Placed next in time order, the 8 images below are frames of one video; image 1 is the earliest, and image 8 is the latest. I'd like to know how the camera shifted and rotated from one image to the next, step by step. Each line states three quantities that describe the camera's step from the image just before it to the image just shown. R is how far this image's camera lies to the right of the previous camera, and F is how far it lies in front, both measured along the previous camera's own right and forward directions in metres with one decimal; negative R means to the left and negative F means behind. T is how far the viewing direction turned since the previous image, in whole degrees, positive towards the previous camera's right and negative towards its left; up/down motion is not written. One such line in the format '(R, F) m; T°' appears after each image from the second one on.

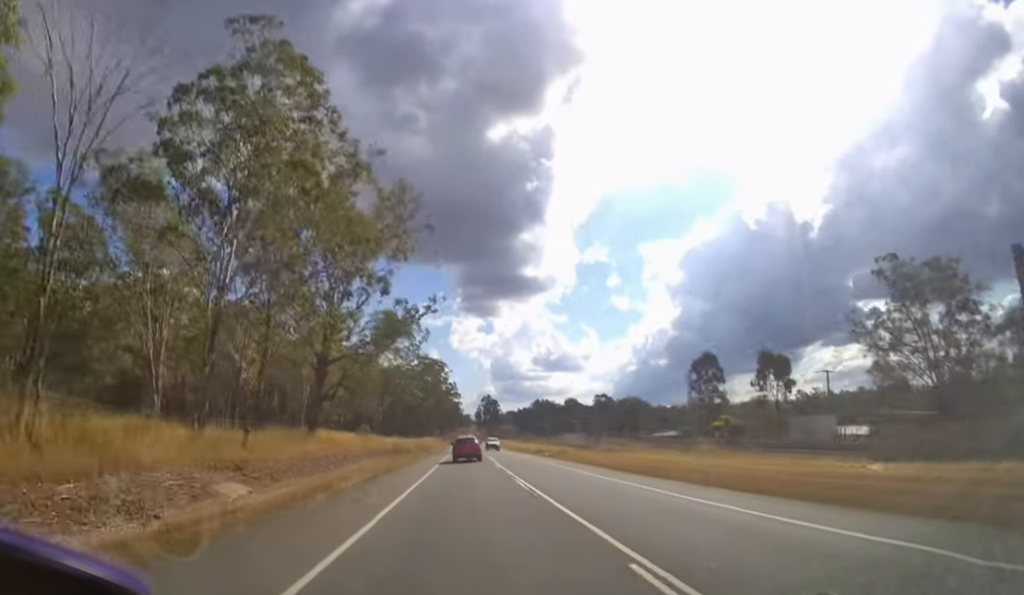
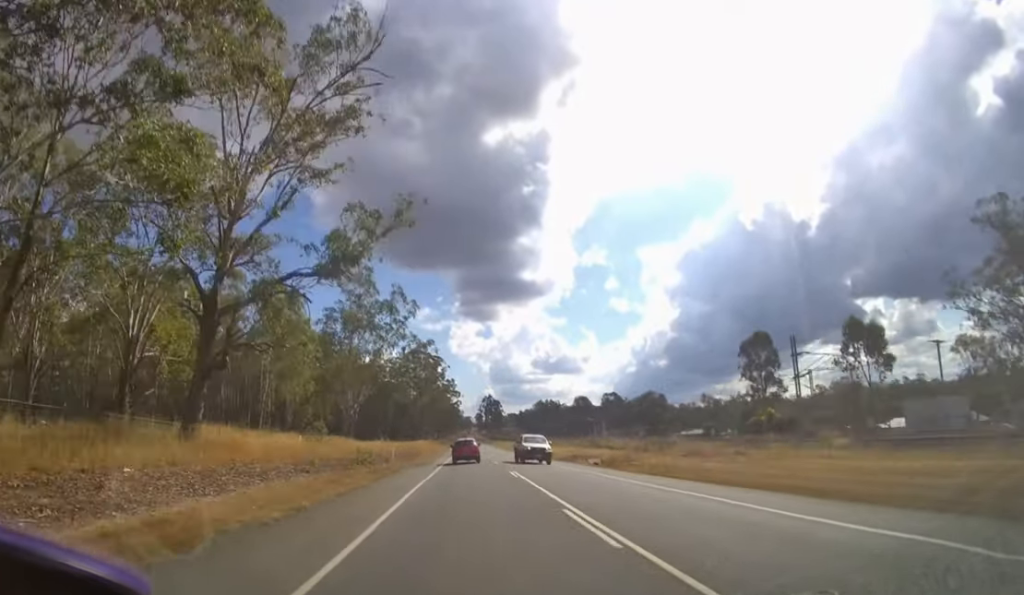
(0.0, +18.4) m; 0°
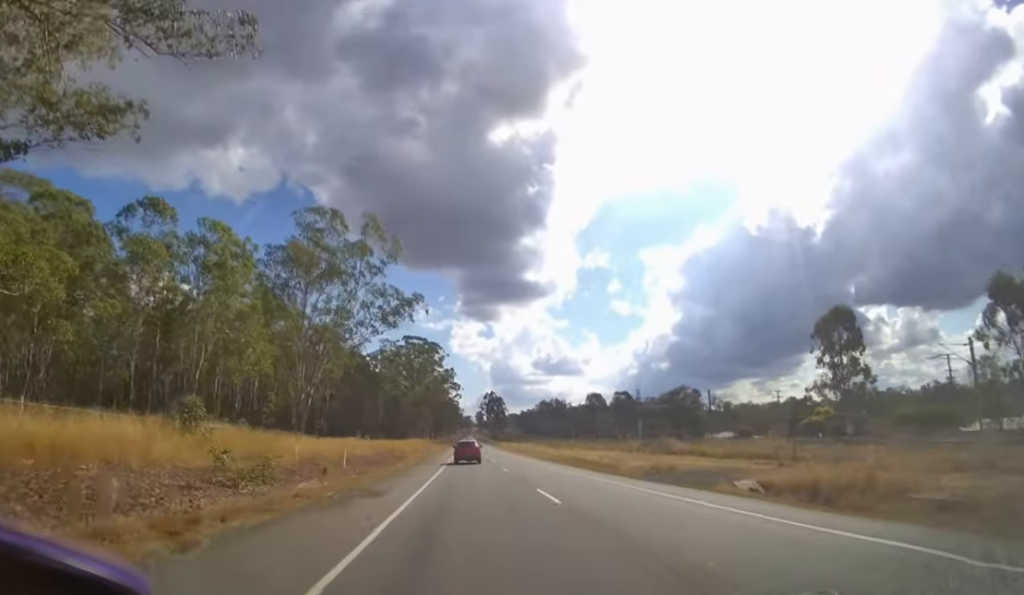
(0.0, +16.9) m; 0°
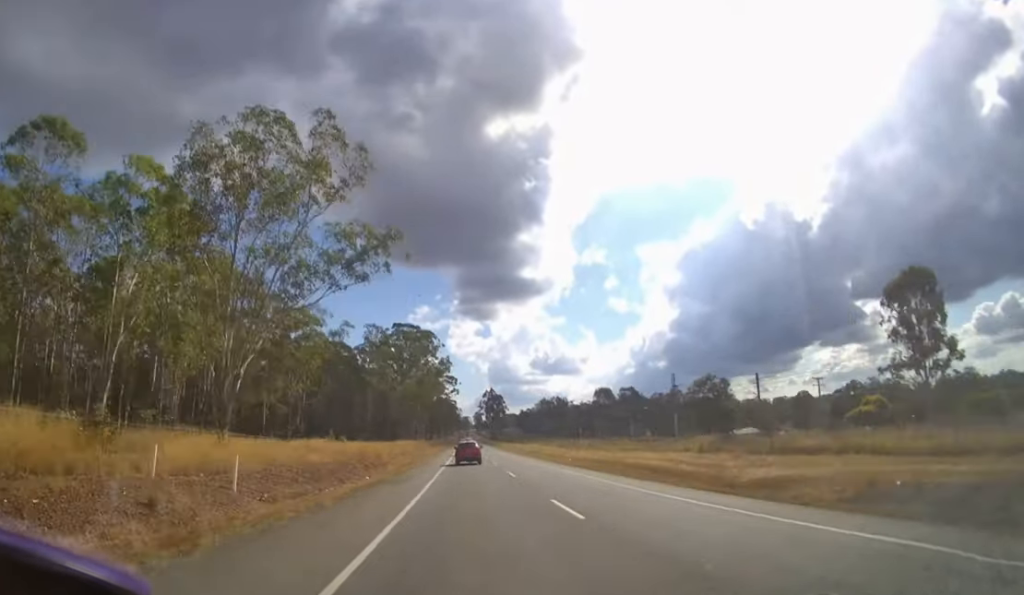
(0.0, +11.6) m; 0°
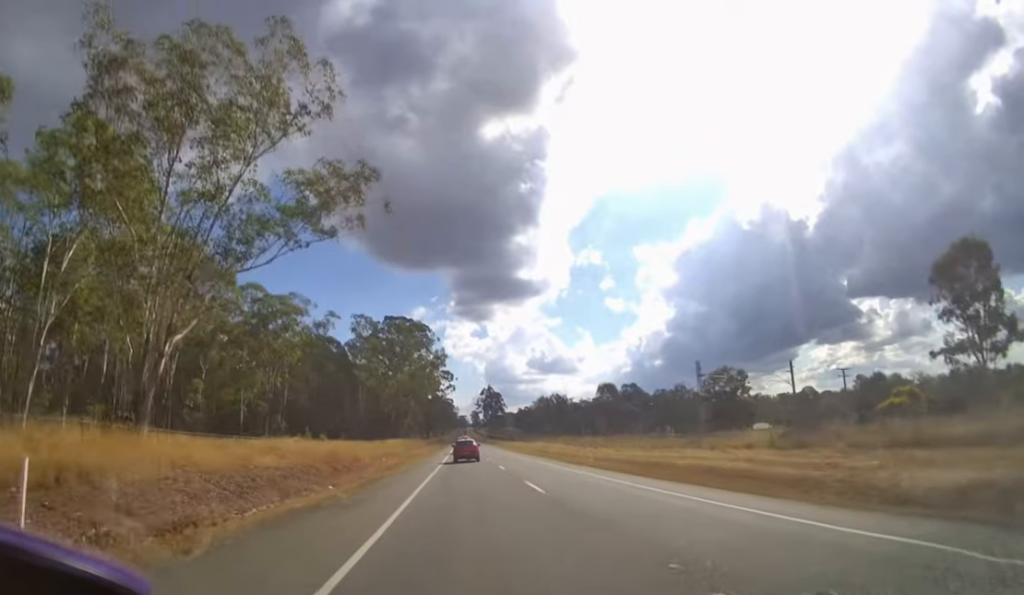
(0.0, +6.4) m; 0°
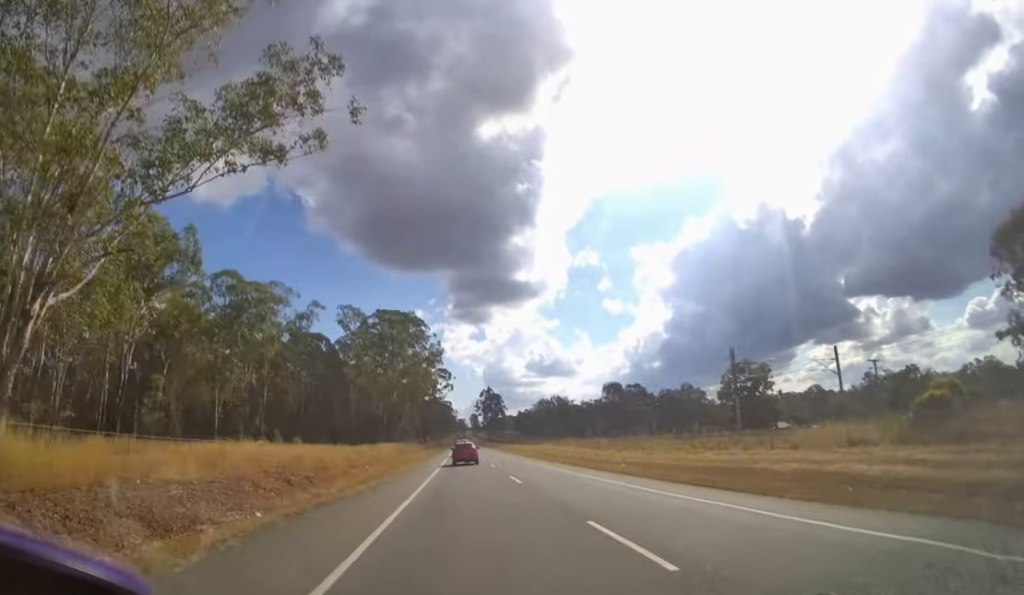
(0.0, +6.6) m; 0°
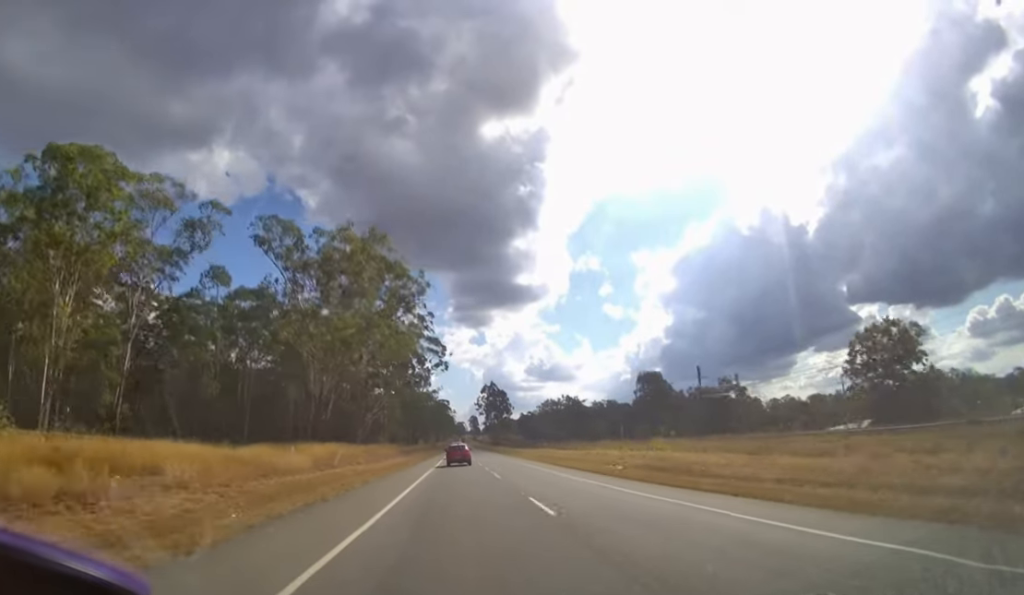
(0.0, +30.3) m; 0°
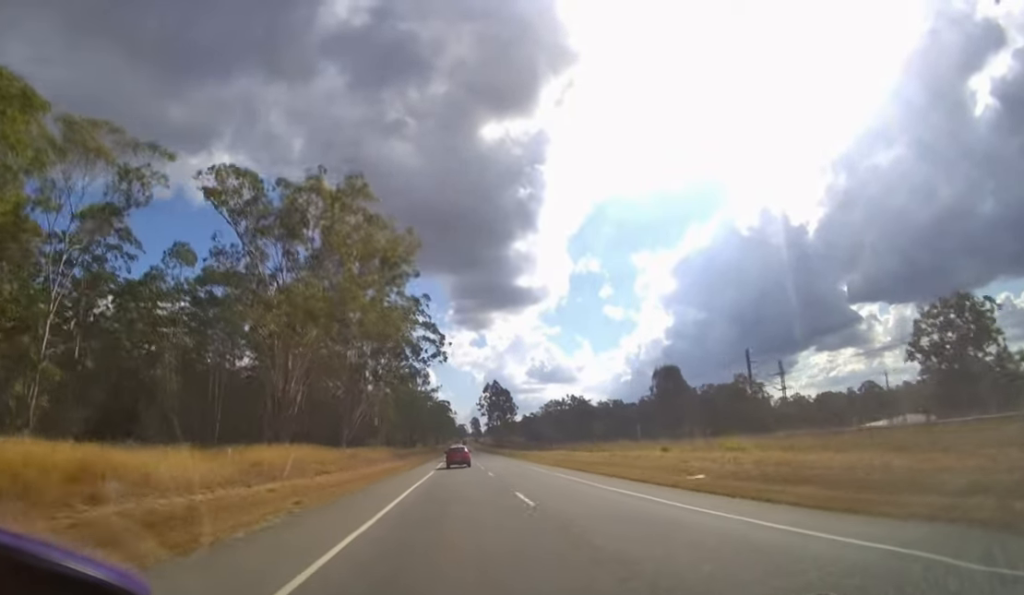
(0.0, +9.6) m; 0°
